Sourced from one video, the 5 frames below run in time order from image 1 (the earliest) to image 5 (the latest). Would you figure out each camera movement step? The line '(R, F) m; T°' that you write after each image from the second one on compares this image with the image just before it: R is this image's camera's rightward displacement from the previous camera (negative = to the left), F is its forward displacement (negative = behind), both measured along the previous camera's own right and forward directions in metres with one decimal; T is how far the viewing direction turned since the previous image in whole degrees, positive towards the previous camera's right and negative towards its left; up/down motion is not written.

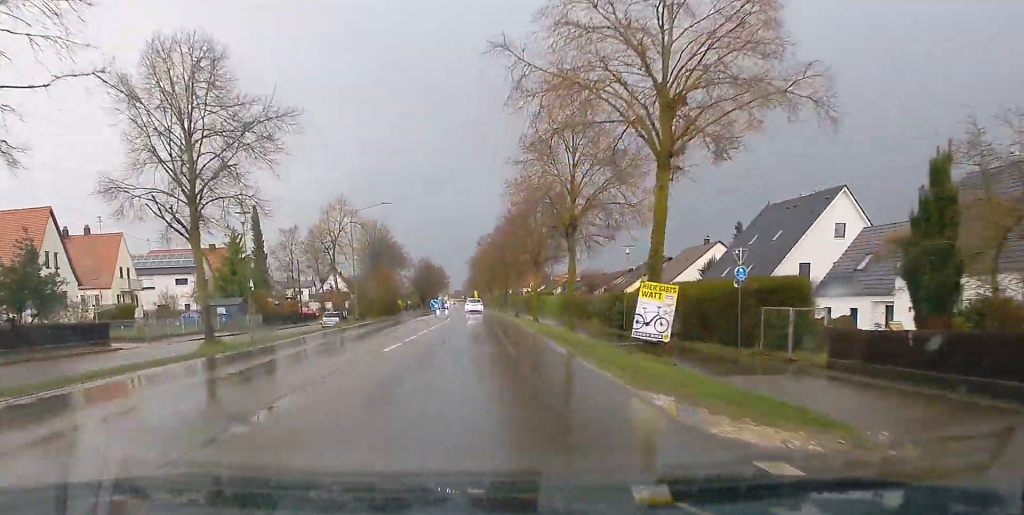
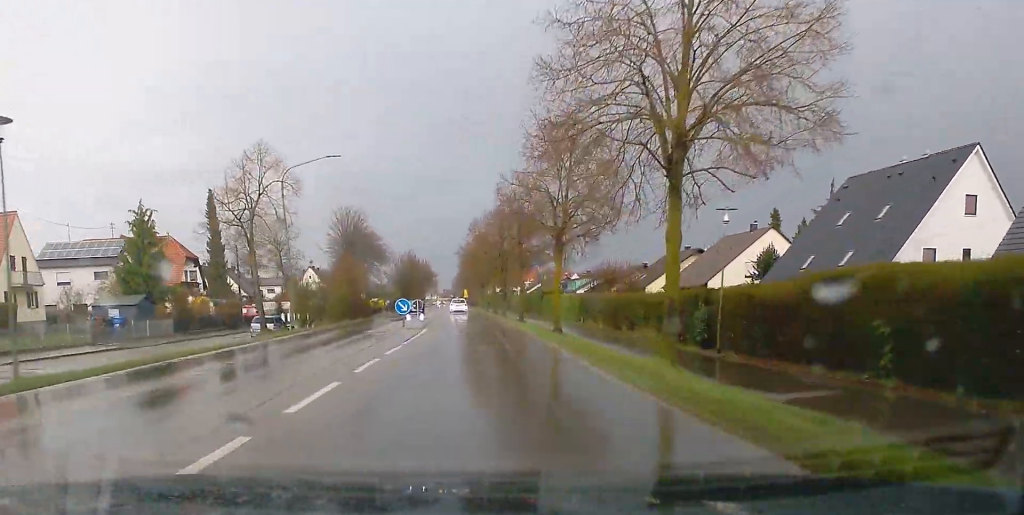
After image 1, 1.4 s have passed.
(0.0, +19.3) m; 0°
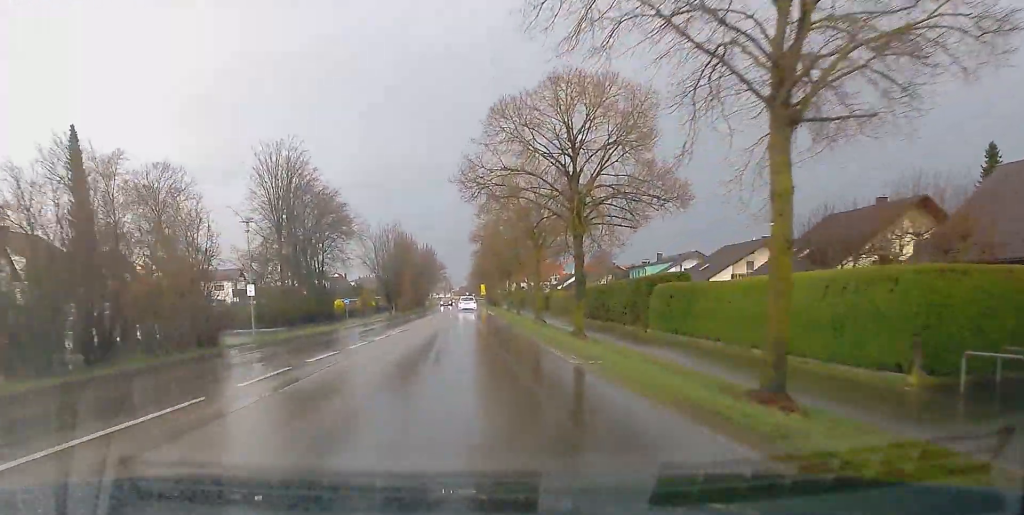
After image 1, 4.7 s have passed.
(-0.2, +47.2) m; 0°
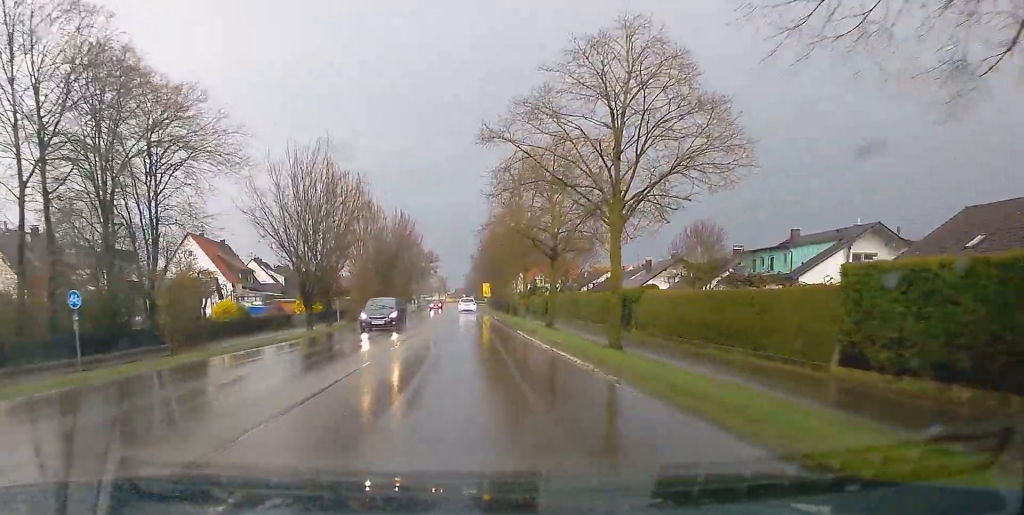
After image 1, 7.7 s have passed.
(+0.2, +44.4) m; 0°
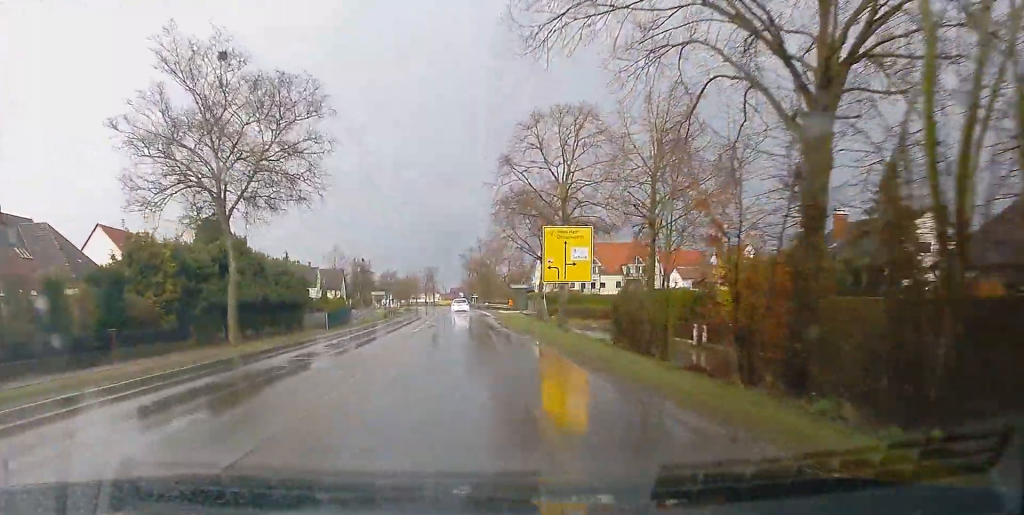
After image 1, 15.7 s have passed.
(+0.1, +109.9) m; 0°
